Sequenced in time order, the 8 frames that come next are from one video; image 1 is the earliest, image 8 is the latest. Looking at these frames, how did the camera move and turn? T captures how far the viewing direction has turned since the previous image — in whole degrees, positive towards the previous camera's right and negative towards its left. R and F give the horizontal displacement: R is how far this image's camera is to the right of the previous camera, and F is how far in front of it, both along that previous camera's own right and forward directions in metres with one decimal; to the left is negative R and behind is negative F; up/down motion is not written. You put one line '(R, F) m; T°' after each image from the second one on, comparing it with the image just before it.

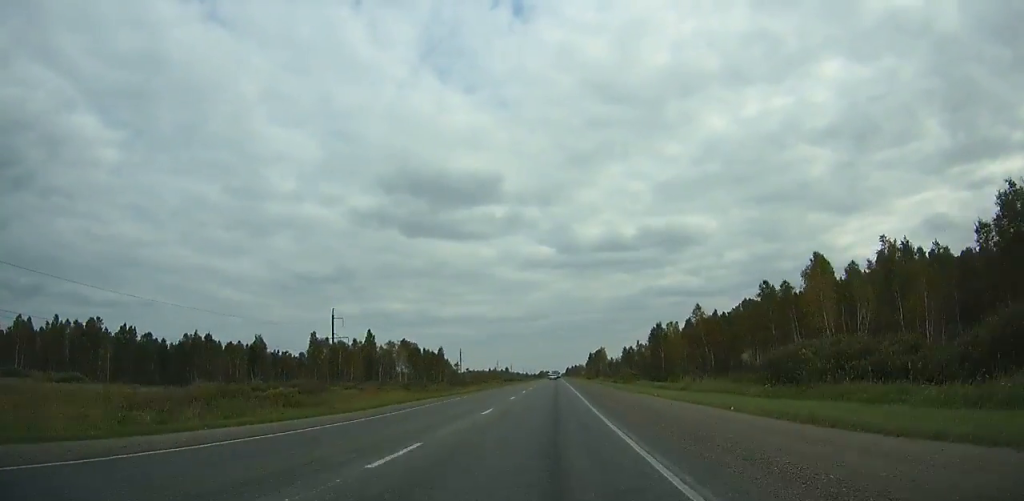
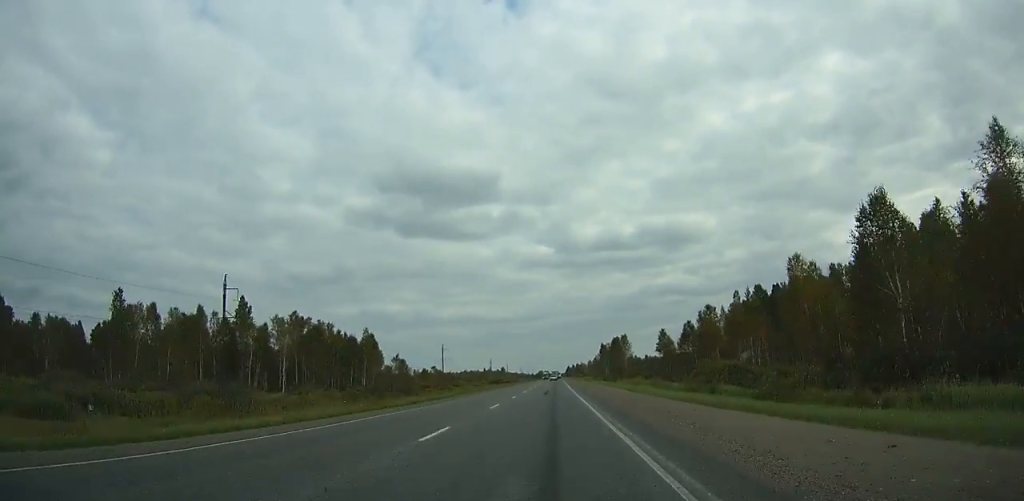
(+0.1, +56.5) m; 0°
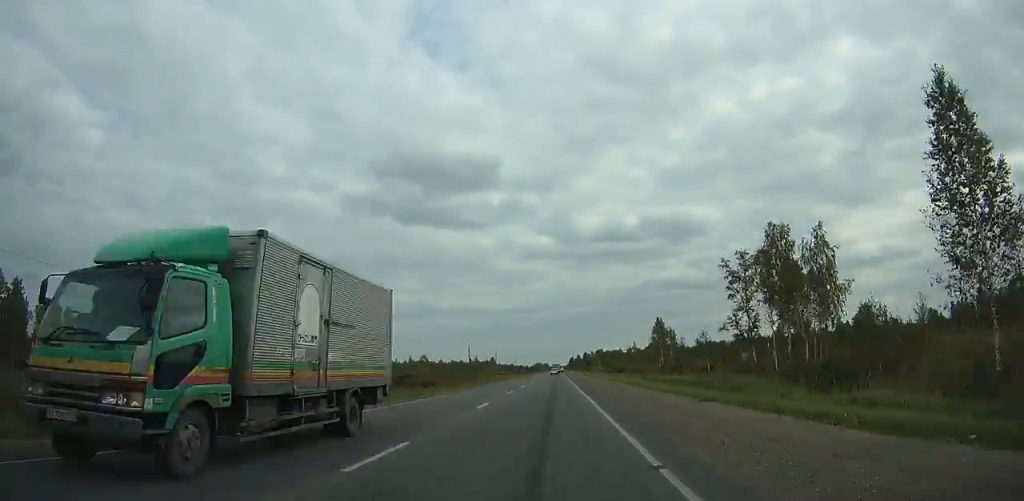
(-0.6, +133.6) m; -1°
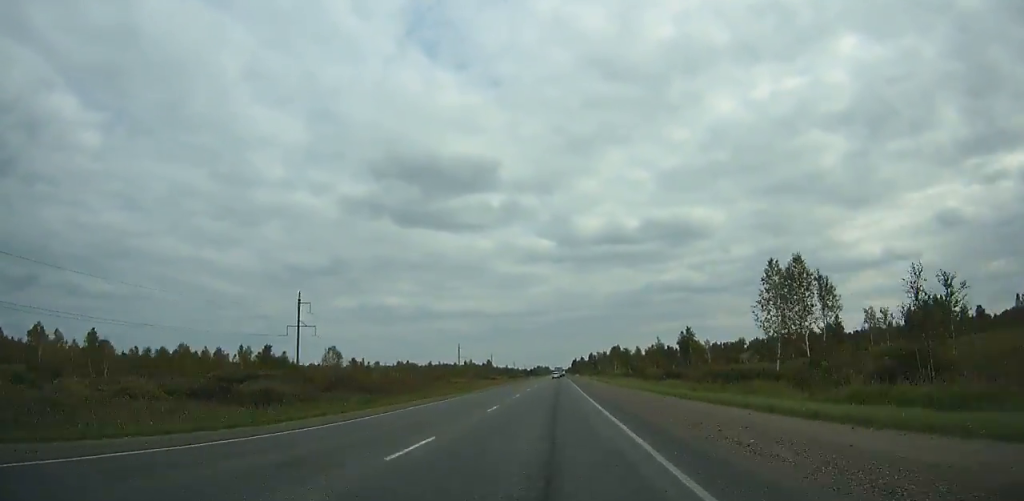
(-0.1, +46.3) m; 0°
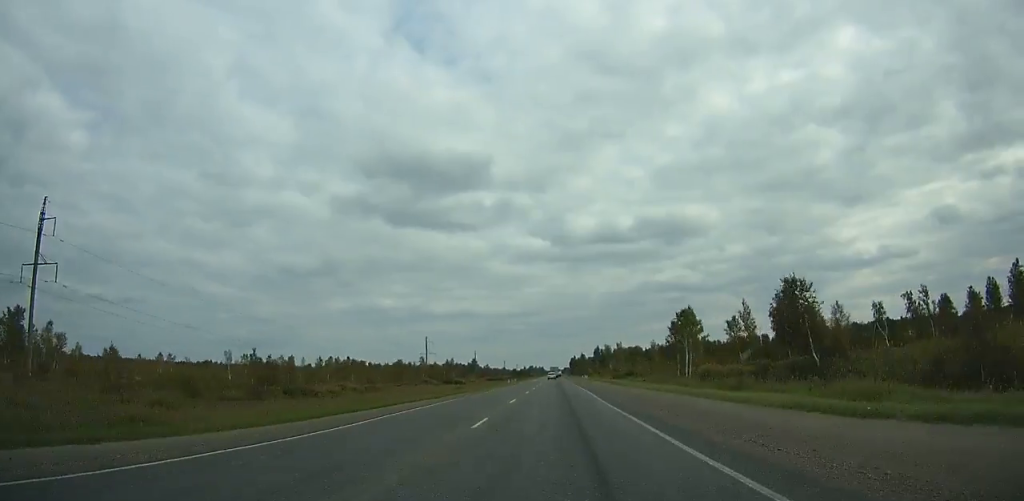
(+0.1, +78.1) m; 0°
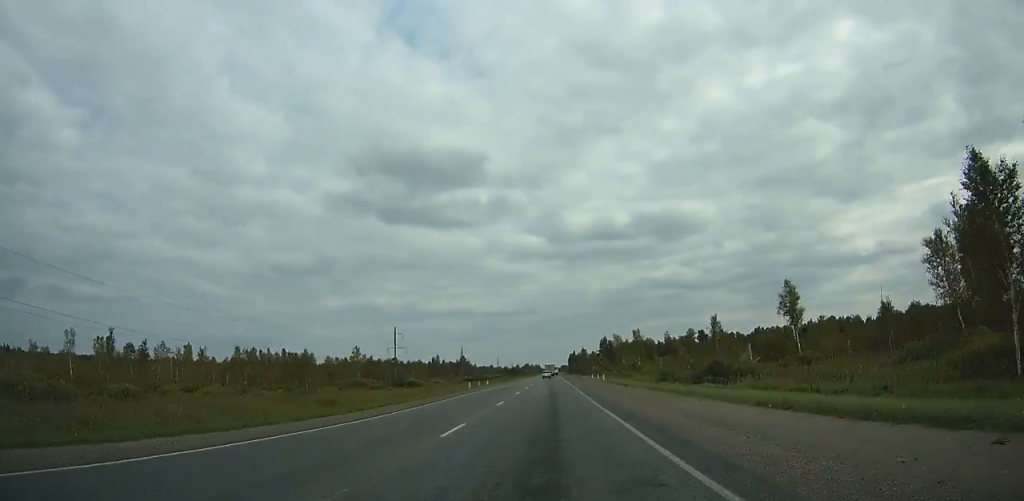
(+0.2, +49.2) m; 0°
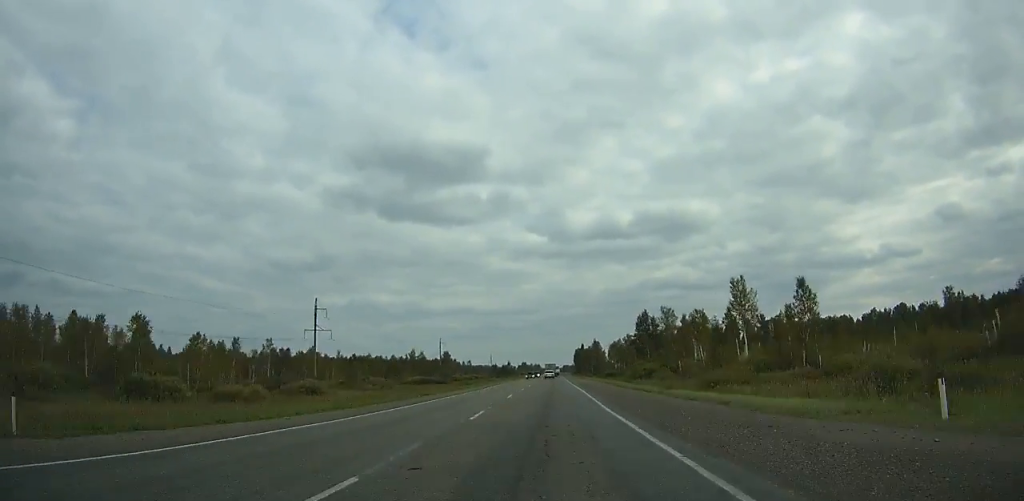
(+0.1, +80.0) m; 0°
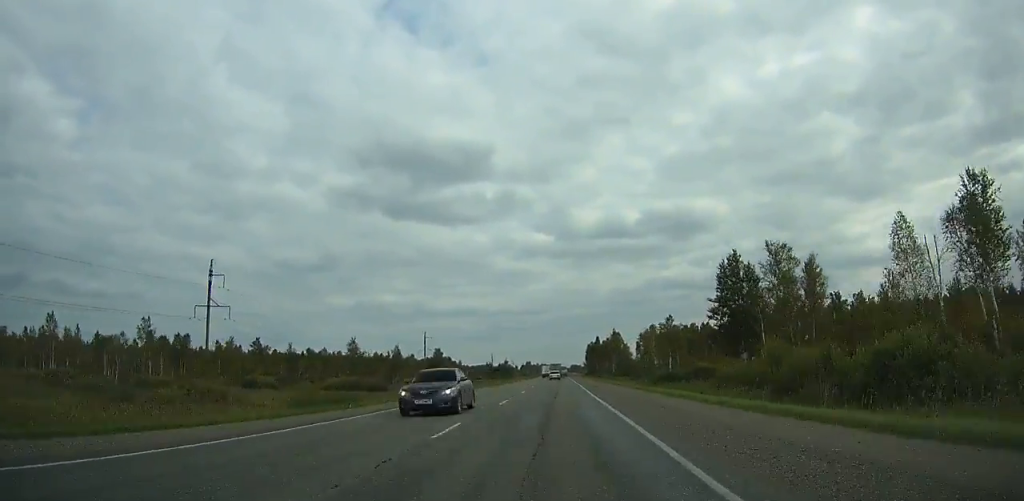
(+0.1, +52.7) m; 0°
